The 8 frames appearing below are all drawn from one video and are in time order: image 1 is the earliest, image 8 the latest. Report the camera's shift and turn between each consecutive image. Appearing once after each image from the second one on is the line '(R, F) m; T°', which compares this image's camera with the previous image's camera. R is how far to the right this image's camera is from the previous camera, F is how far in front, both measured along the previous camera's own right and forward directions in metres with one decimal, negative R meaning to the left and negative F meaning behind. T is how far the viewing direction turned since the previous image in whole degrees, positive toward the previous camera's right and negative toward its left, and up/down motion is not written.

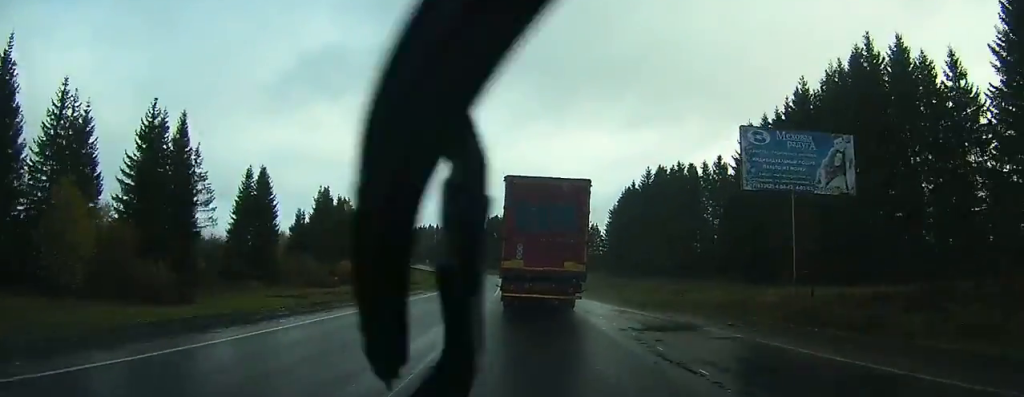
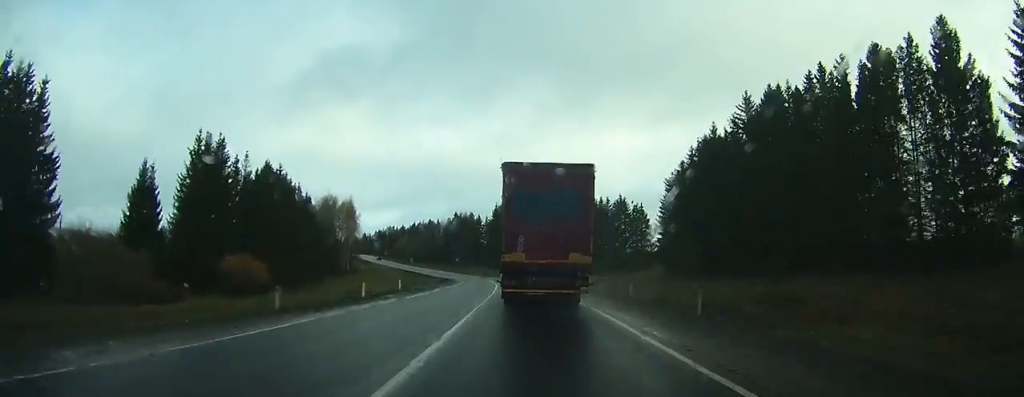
(-0.6, +46.7) m; -2°
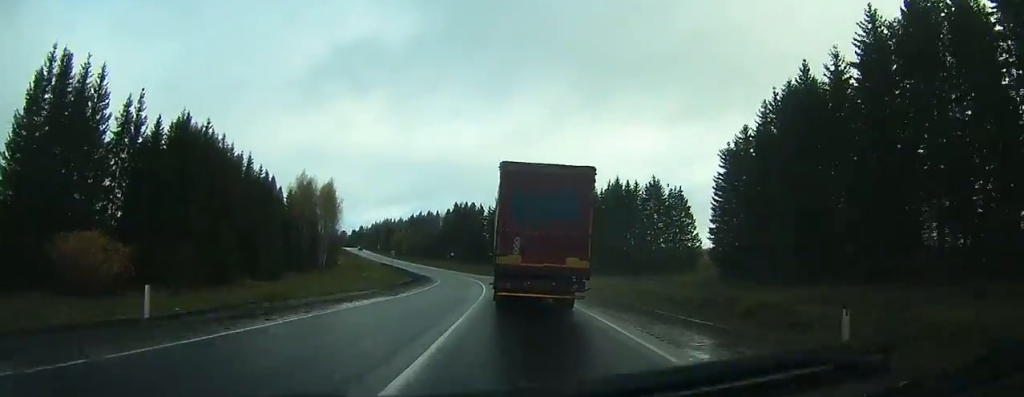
(-0.5, +25.5) m; -2°
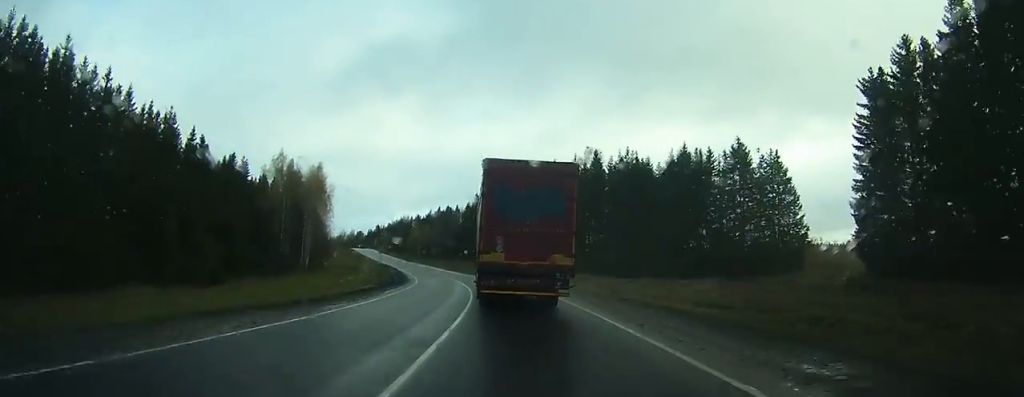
(-0.6, +30.2) m; -3°
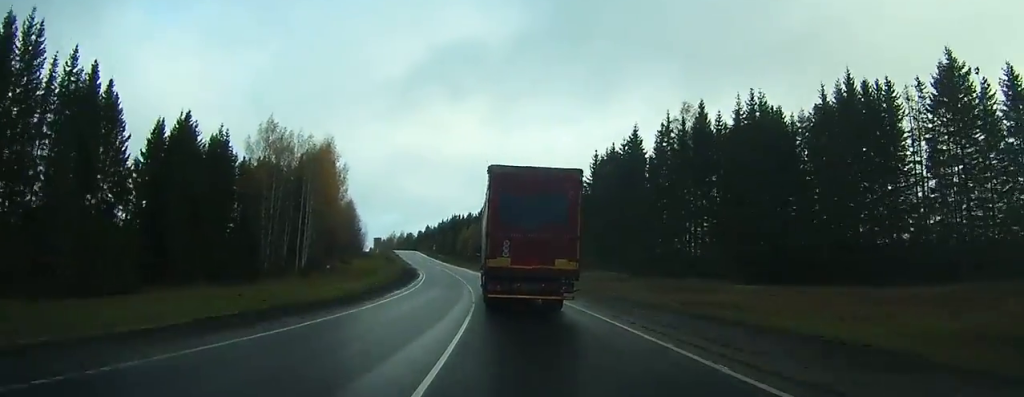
(-0.8, +31.9) m; -3°
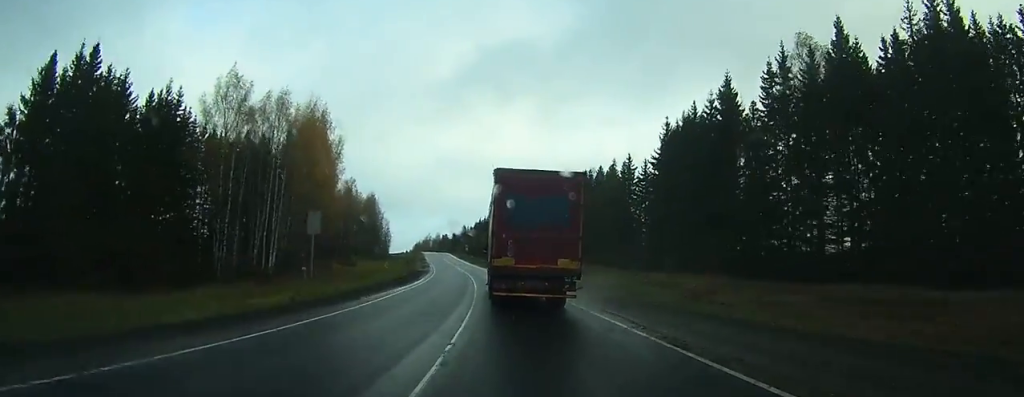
(-0.3, +25.3) m; -4°
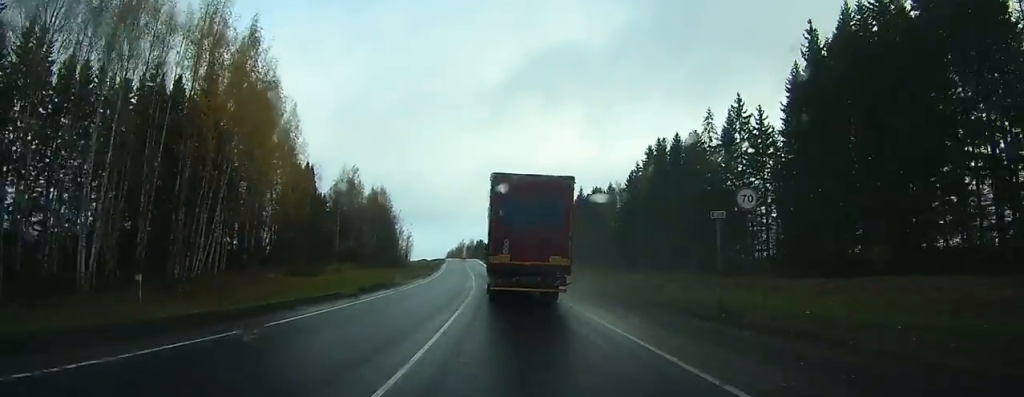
(-1.8, +34.4) m; -5°
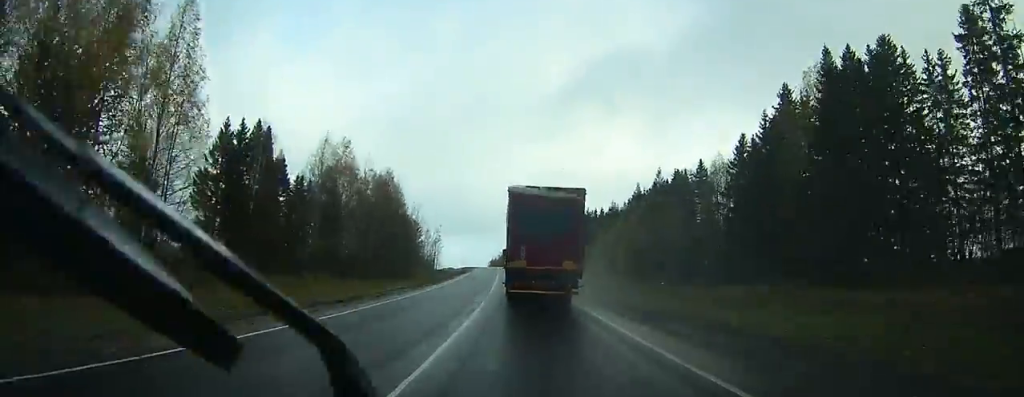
(-1.4, +39.0) m; -4°
